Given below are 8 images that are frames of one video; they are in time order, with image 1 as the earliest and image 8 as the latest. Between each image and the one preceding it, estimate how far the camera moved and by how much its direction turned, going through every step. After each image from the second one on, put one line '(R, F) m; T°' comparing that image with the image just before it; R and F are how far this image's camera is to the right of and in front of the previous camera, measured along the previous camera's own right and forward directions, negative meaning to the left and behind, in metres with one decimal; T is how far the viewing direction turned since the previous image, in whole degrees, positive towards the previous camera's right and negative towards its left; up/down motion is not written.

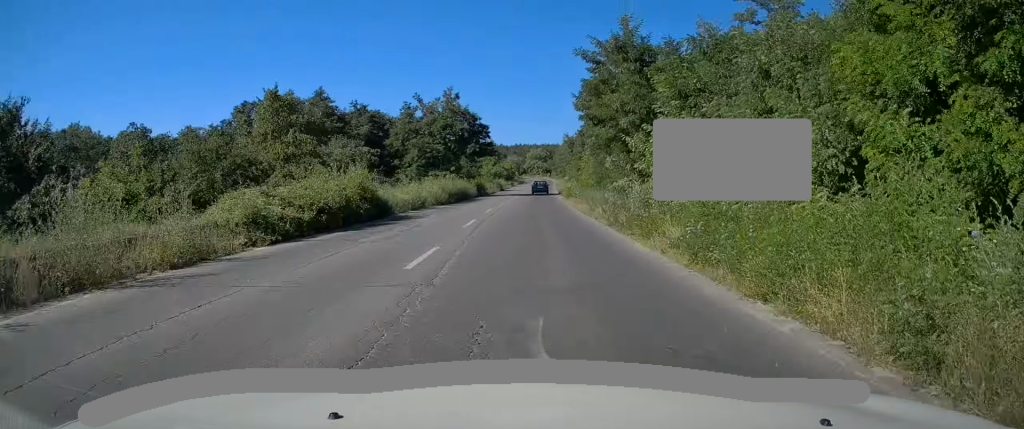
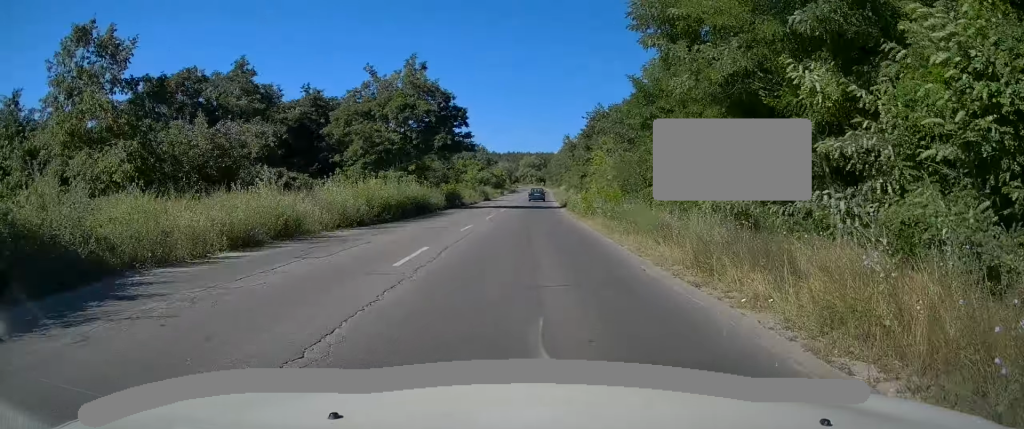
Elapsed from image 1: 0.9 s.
(+0.1, +17.9) m; +1°
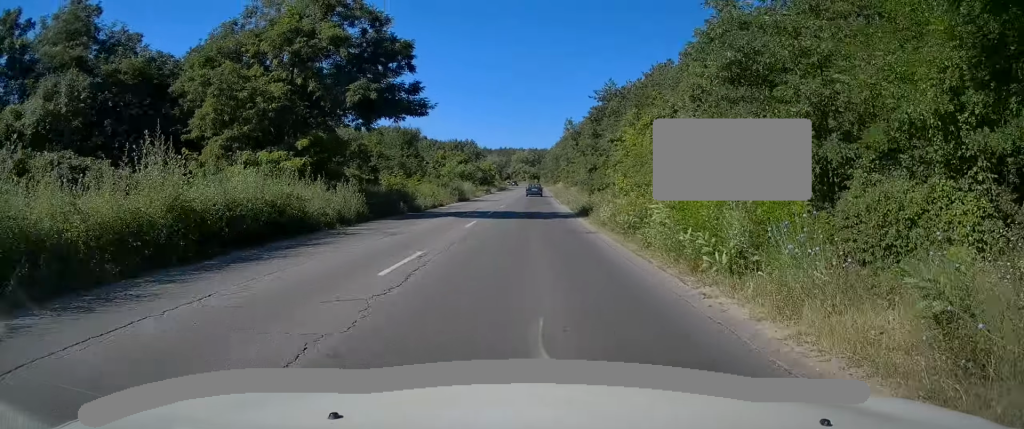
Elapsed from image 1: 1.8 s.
(+0.3, +19.3) m; +1°
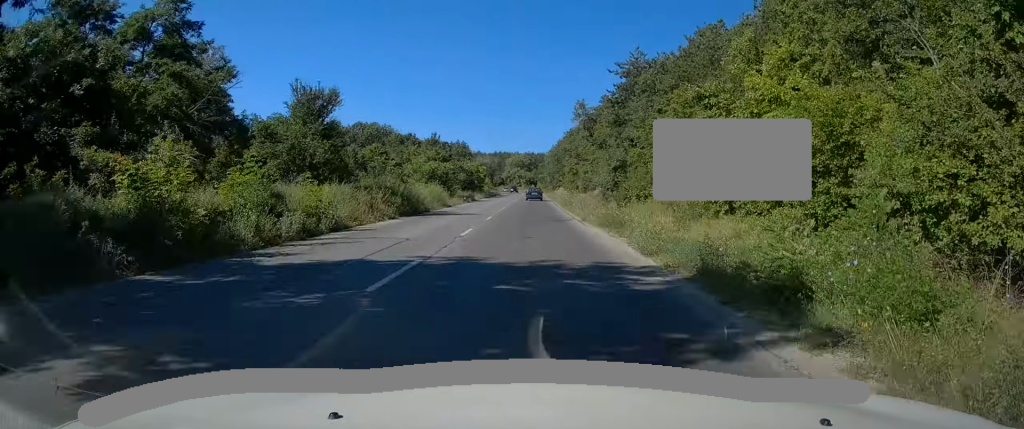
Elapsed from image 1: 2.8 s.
(0.0, +20.8) m; 0°
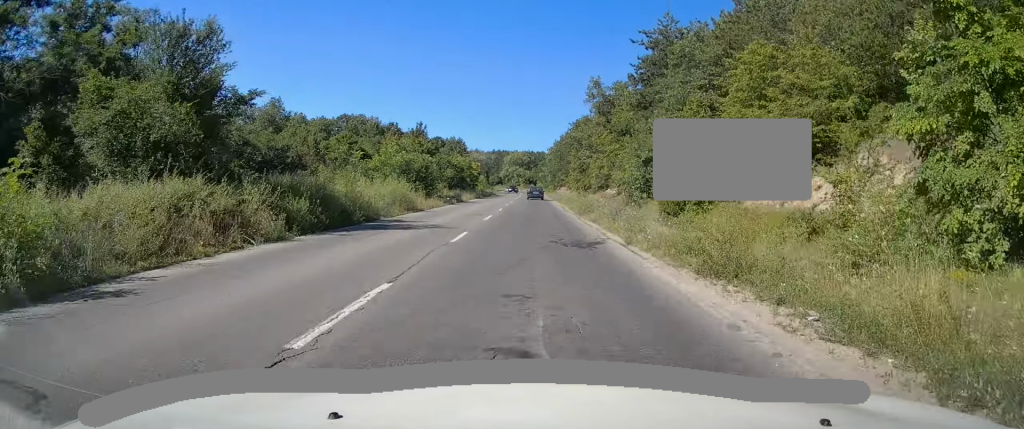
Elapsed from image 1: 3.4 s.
(0.0, +11.7) m; 0°
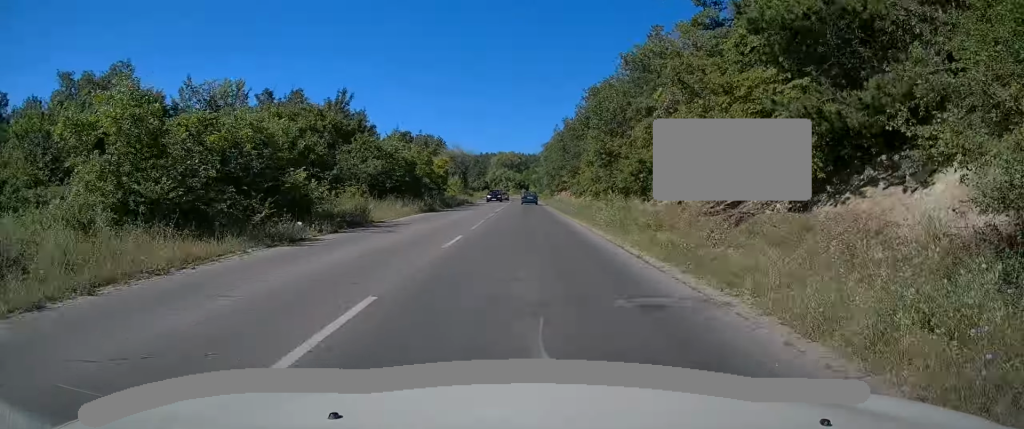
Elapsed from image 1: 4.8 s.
(+0.1, +28.8) m; +1°
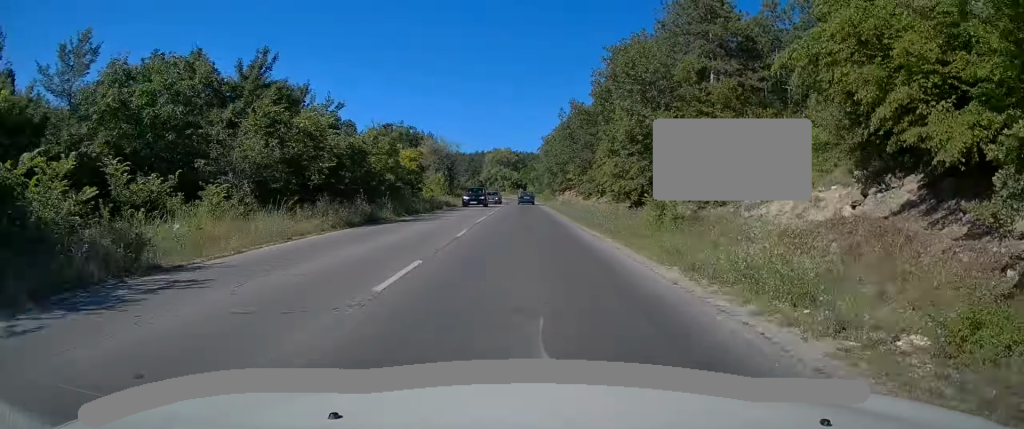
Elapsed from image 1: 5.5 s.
(0.0, +14.2) m; +1°
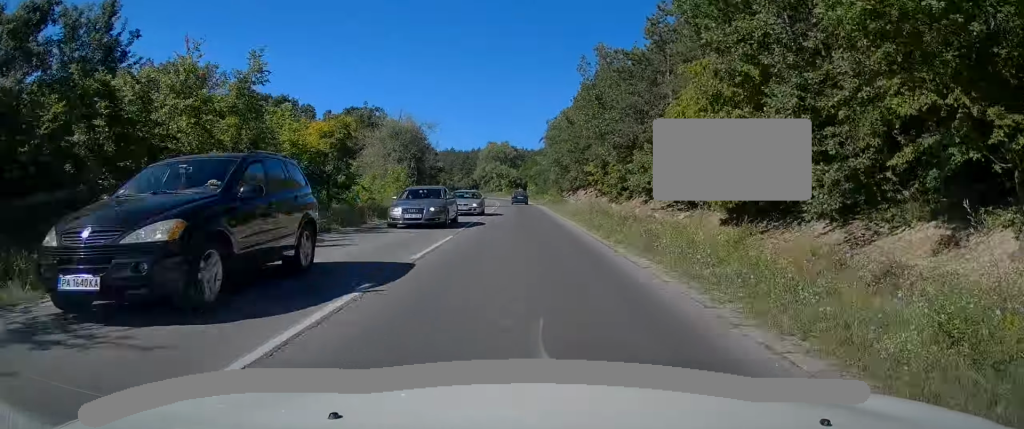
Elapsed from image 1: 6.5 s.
(+0.3, +21.7) m; 0°
